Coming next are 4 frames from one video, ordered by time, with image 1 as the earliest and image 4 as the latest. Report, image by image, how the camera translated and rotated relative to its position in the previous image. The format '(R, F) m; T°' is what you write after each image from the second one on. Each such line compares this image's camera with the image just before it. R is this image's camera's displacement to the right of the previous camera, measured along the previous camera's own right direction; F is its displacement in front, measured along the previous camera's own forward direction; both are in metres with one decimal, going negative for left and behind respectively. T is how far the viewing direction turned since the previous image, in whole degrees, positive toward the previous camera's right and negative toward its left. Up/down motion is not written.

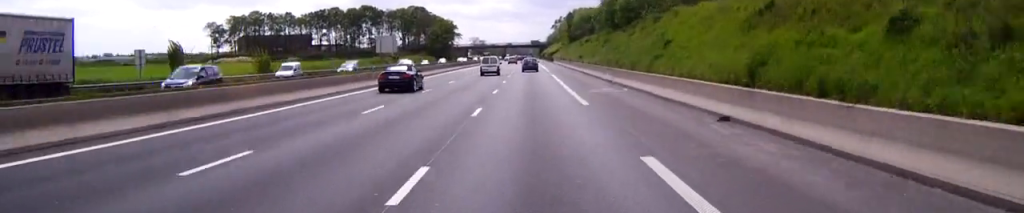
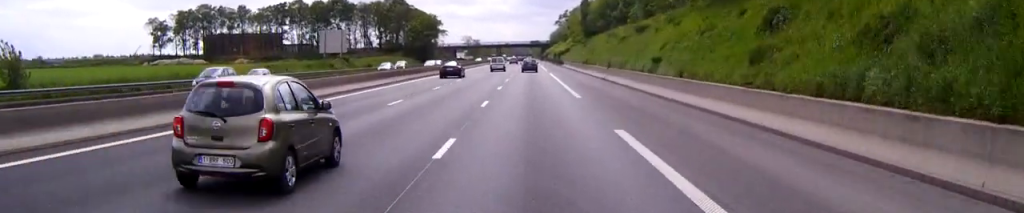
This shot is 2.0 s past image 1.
(0.0, +48.4) m; 0°
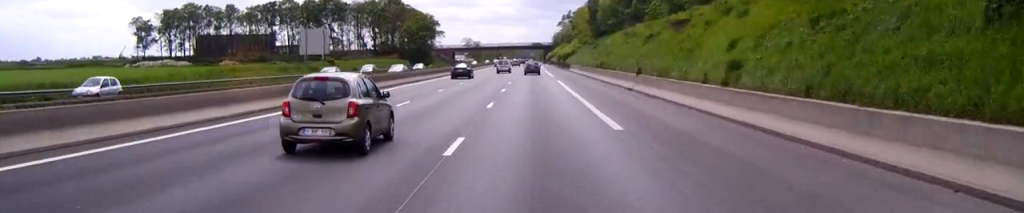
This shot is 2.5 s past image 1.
(0.0, +12.1) m; 0°
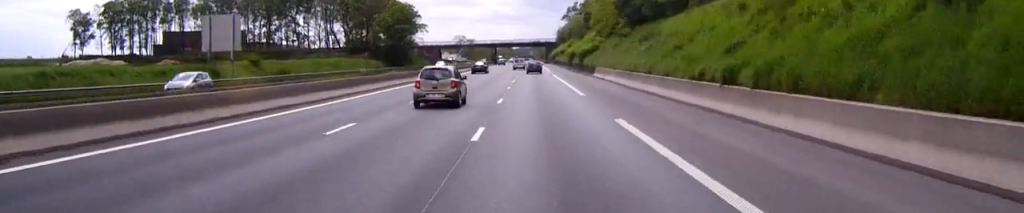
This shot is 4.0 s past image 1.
(0.0, +36.3) m; 0°
